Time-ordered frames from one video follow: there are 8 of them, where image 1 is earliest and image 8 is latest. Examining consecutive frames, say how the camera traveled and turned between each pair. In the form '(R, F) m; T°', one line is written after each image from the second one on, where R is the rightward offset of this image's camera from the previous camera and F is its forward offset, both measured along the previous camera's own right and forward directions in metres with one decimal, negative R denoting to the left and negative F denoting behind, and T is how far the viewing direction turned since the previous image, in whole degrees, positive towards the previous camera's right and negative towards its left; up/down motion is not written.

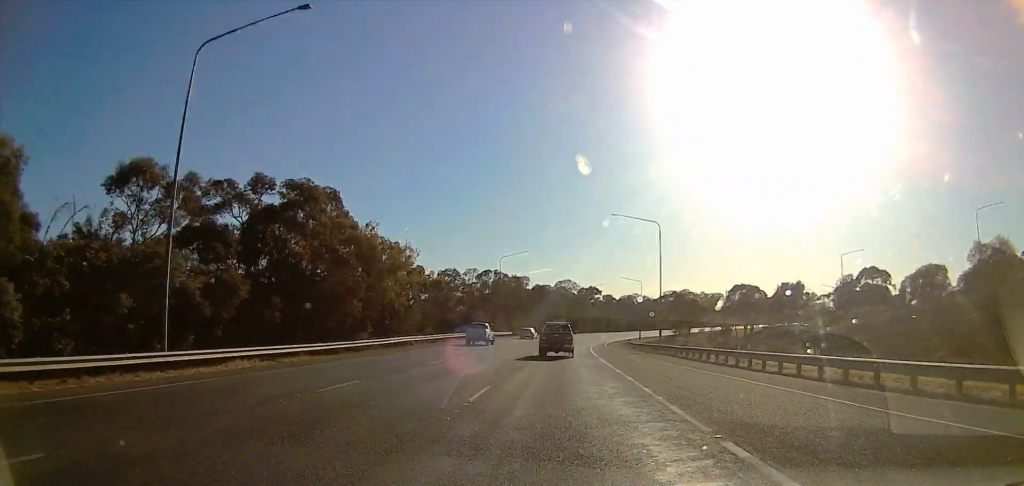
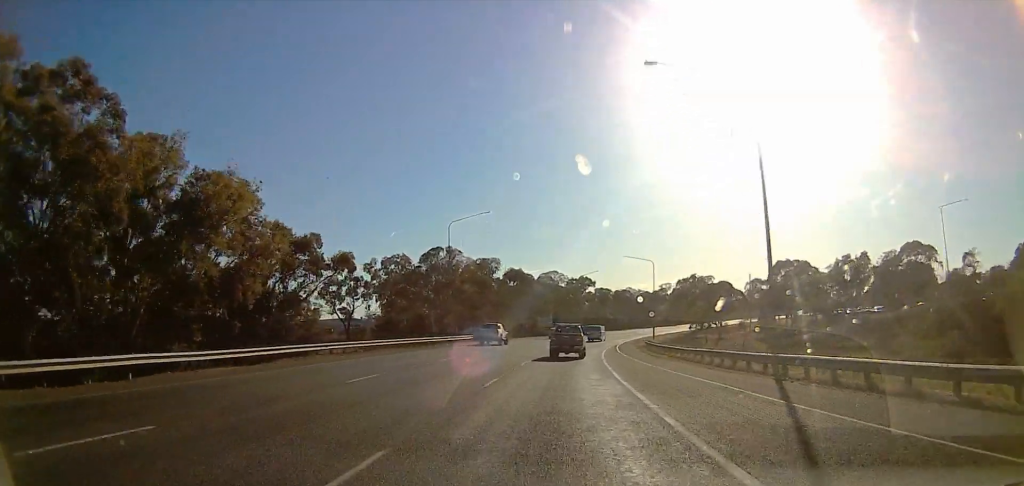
(0.0, +31.9) m; 0°
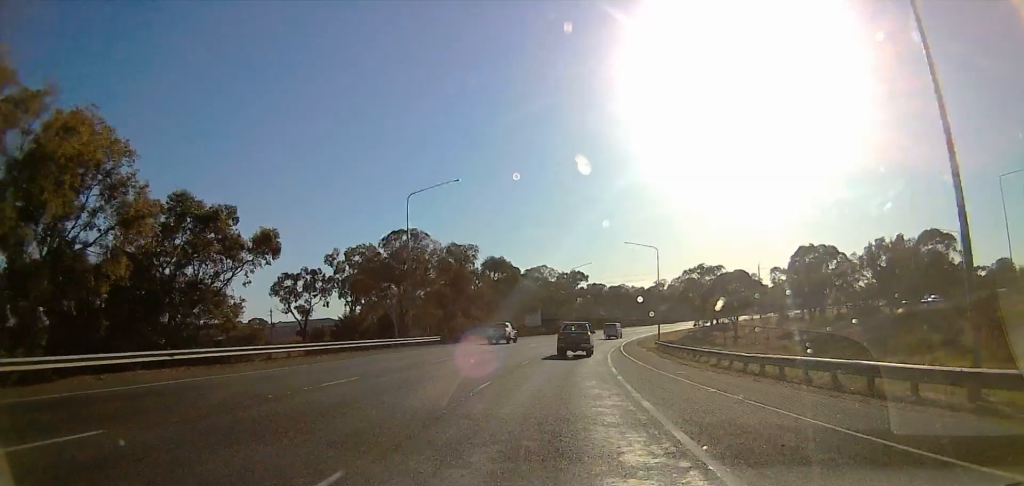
(0.0, +13.6) m; 0°
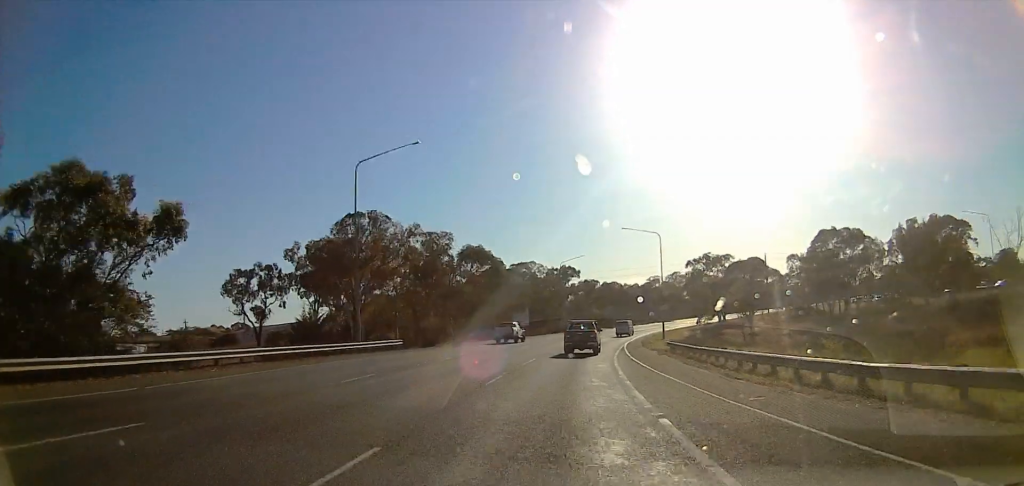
(0.0, +10.8) m; 0°
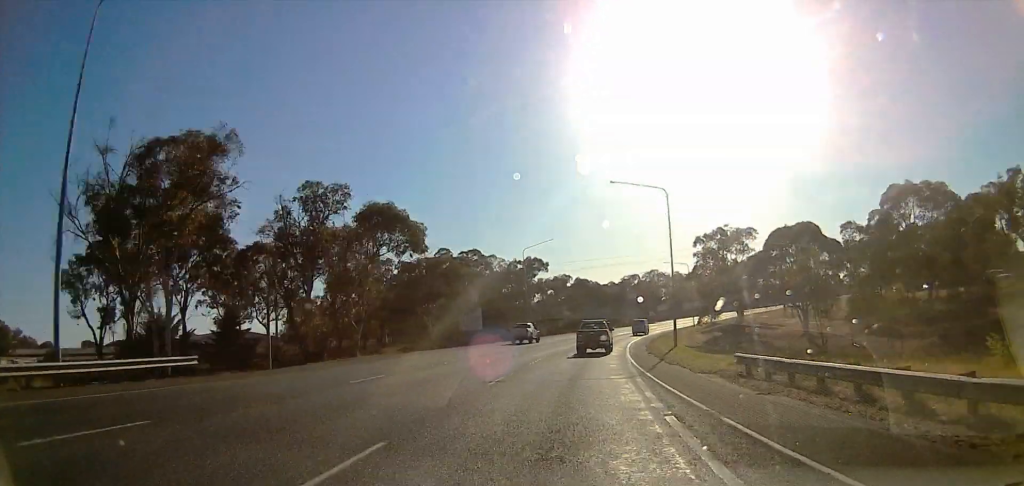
(0.0, +25.1) m; 0°
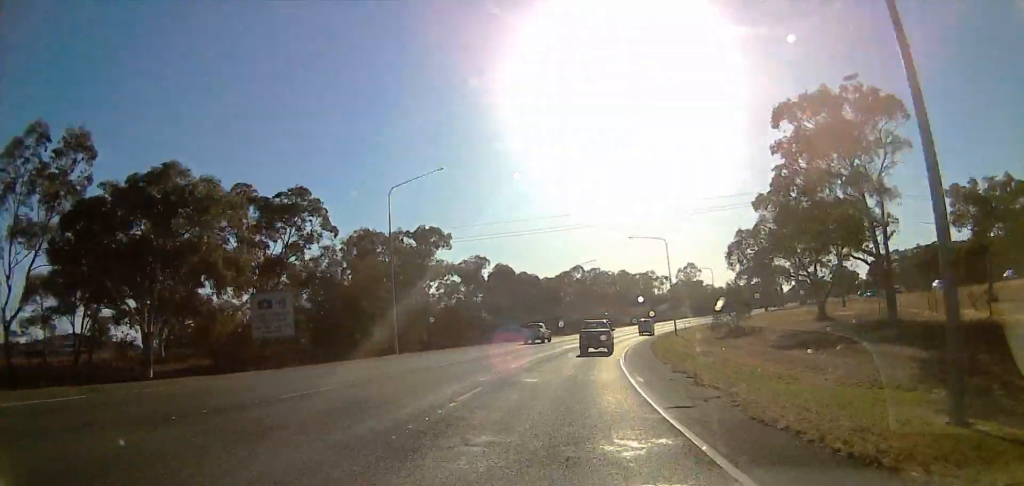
(0.0, +43.8) m; 0°
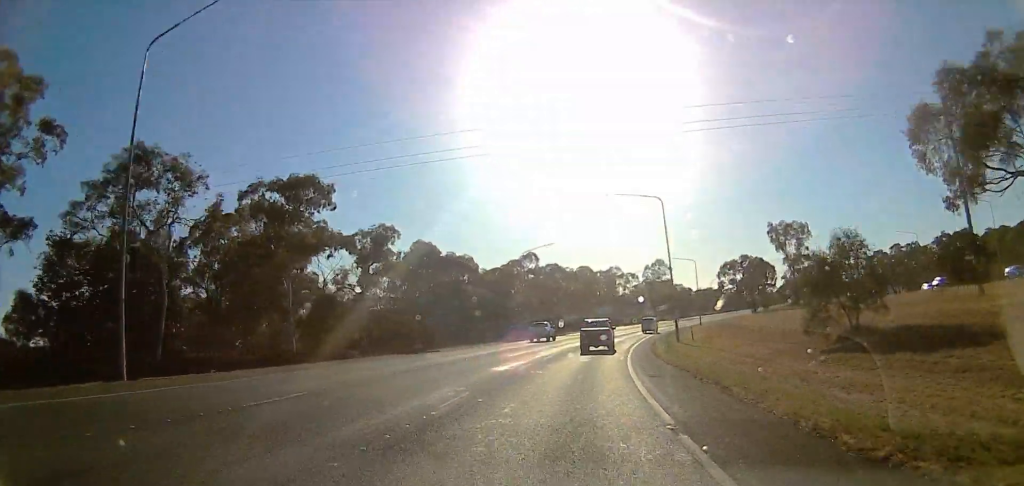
(+0.3, +29.6) m; +4°
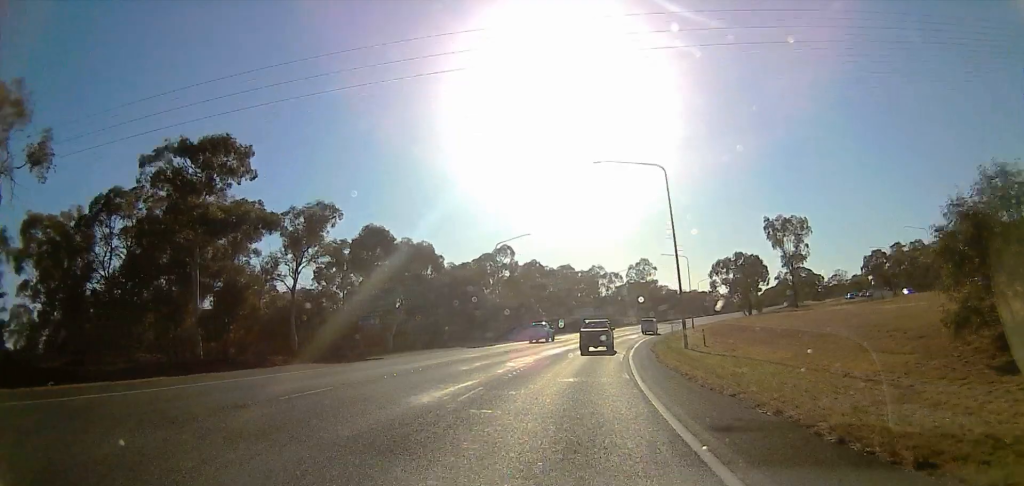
(-0.4, +12.2) m; +4°
